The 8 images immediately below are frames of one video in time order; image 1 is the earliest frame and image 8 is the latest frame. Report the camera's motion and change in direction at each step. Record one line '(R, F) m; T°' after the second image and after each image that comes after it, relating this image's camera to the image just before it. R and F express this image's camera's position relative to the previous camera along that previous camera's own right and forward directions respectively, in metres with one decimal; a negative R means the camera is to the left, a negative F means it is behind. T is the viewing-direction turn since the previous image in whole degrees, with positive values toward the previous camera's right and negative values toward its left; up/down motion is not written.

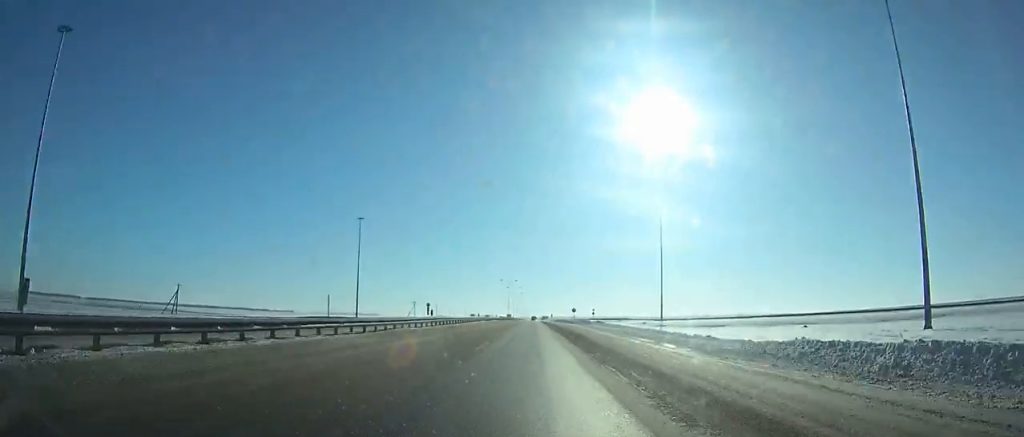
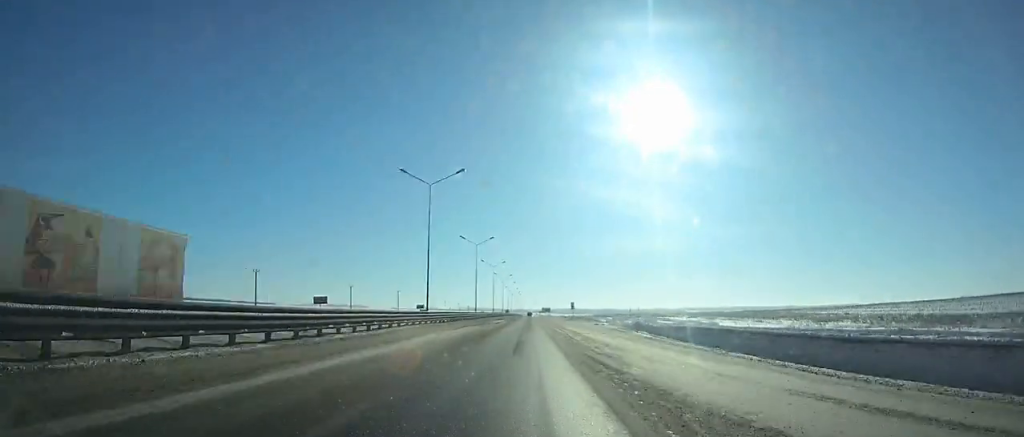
(0.0, +170.6) m; 0°
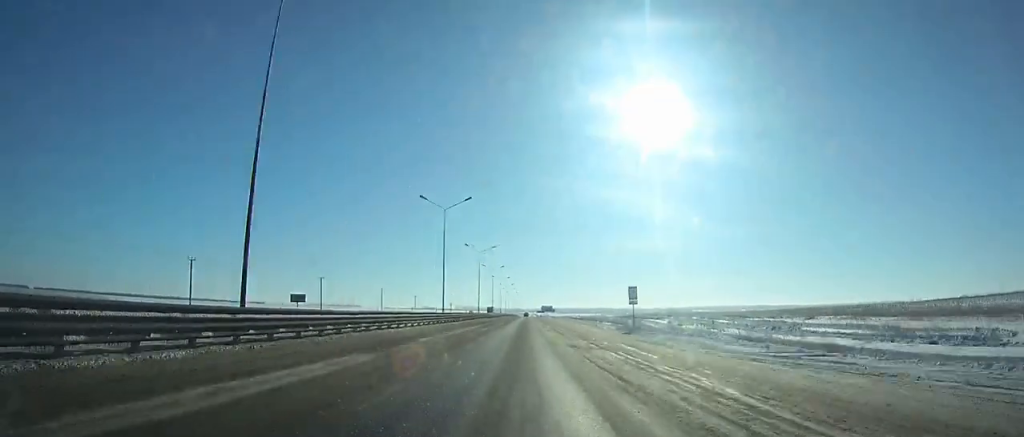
(+0.1, +68.6) m; 0°
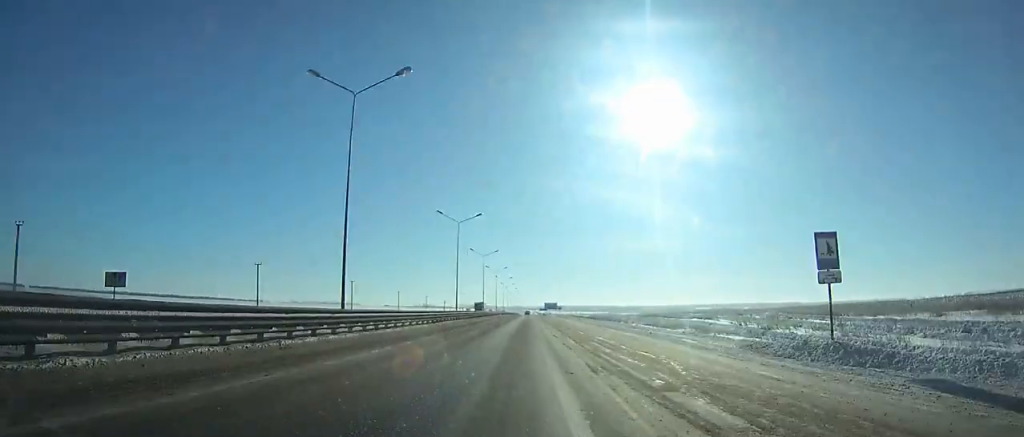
(0.0, +30.6) m; 0°
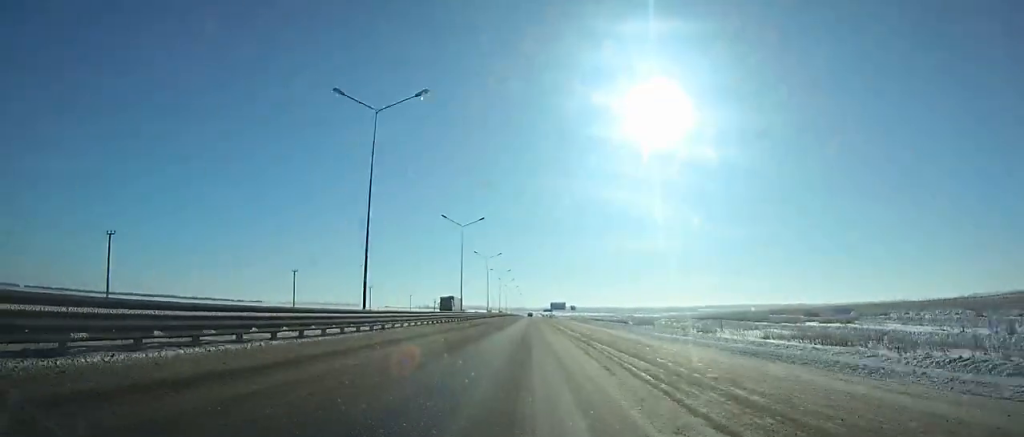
(0.0, +37.4) m; 0°
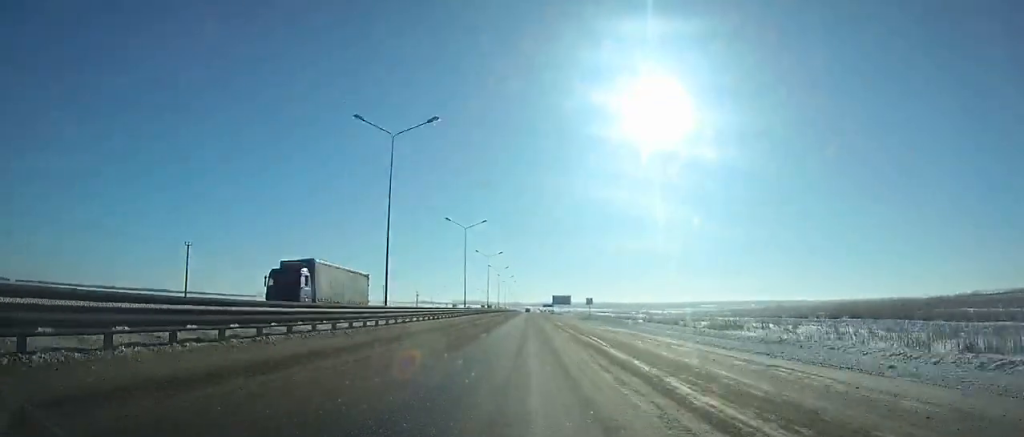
(0.0, +34.6) m; 0°
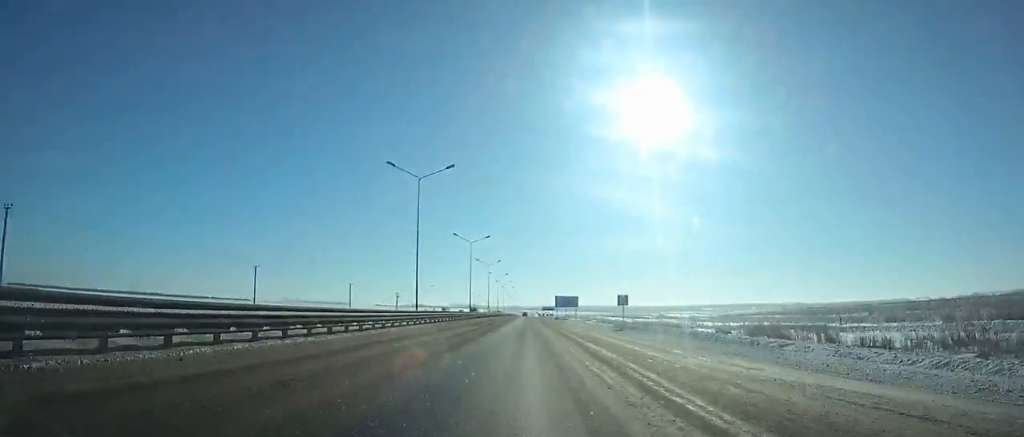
(0.0, +29.9) m; 0°
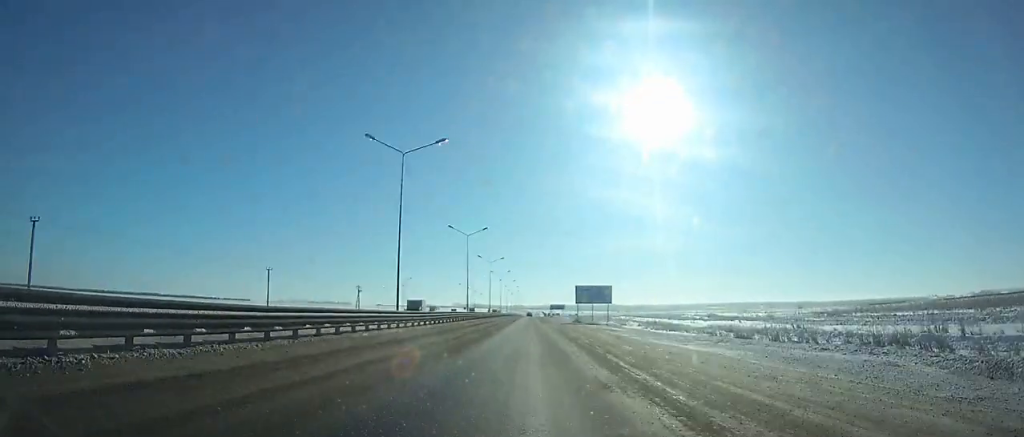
(-0.1, +47.4) m; 0°
